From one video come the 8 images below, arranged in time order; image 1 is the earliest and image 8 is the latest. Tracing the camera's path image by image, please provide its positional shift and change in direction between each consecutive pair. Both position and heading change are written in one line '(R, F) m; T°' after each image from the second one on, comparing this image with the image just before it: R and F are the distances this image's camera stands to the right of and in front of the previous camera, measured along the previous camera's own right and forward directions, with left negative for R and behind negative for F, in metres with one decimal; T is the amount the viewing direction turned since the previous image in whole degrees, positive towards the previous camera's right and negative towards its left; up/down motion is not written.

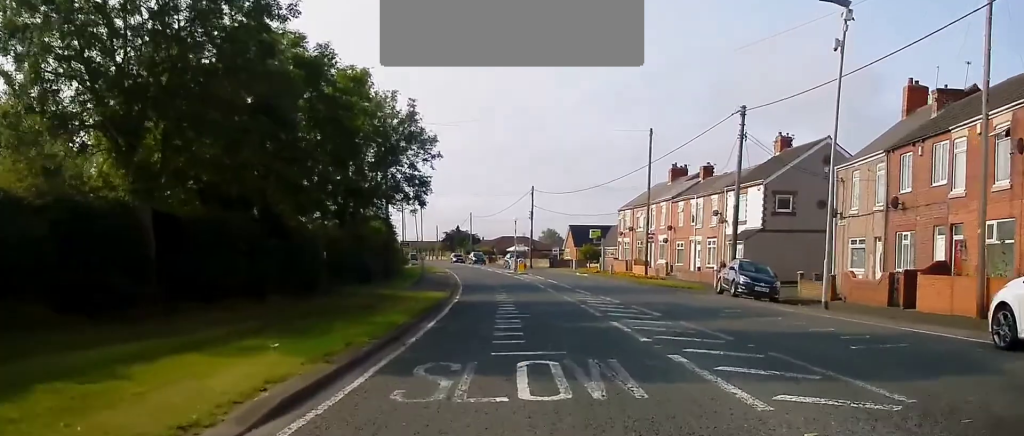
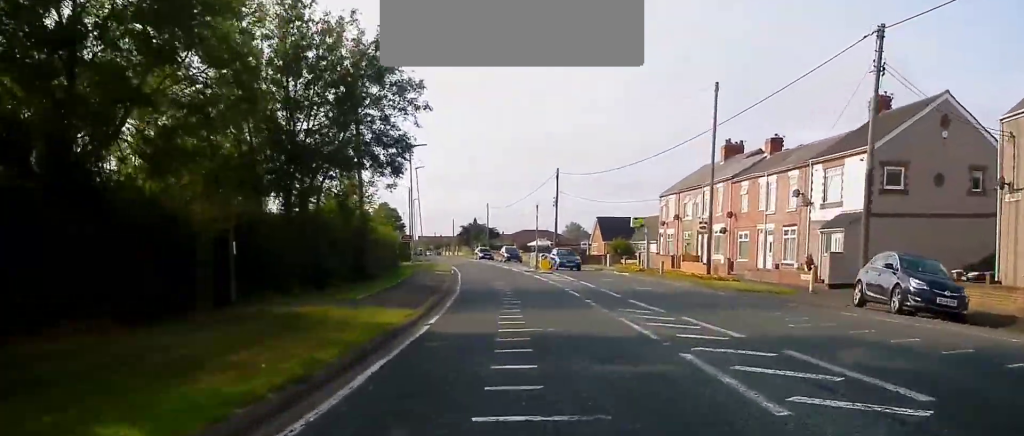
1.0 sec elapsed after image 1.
(0.0, +12.4) m; -1°
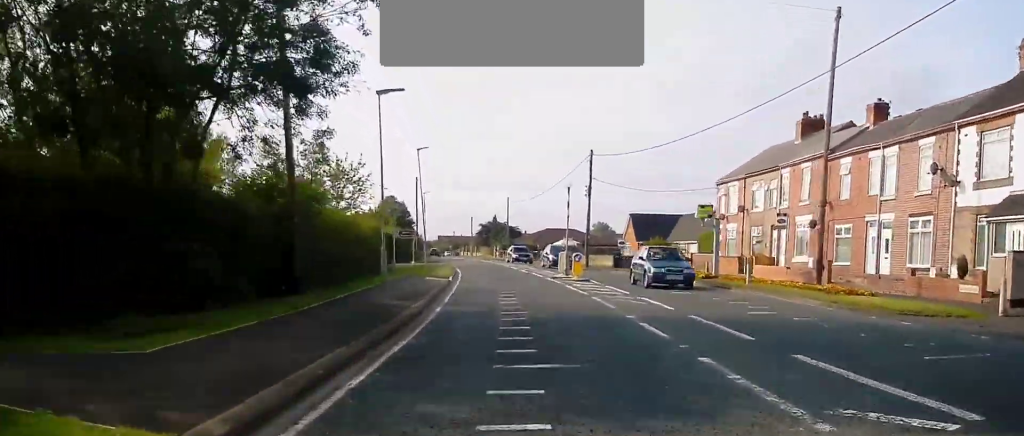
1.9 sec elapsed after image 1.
(-0.2, +12.3) m; -2°
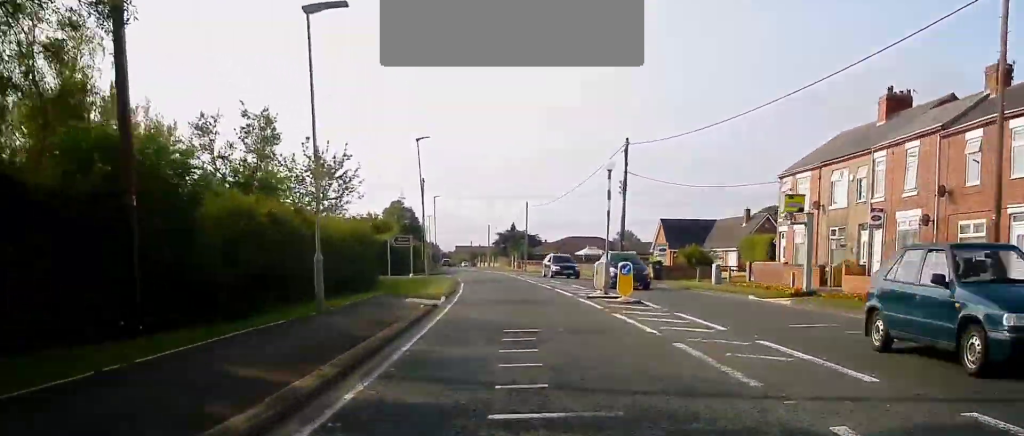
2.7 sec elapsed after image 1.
(-0.2, +9.7) m; -1°
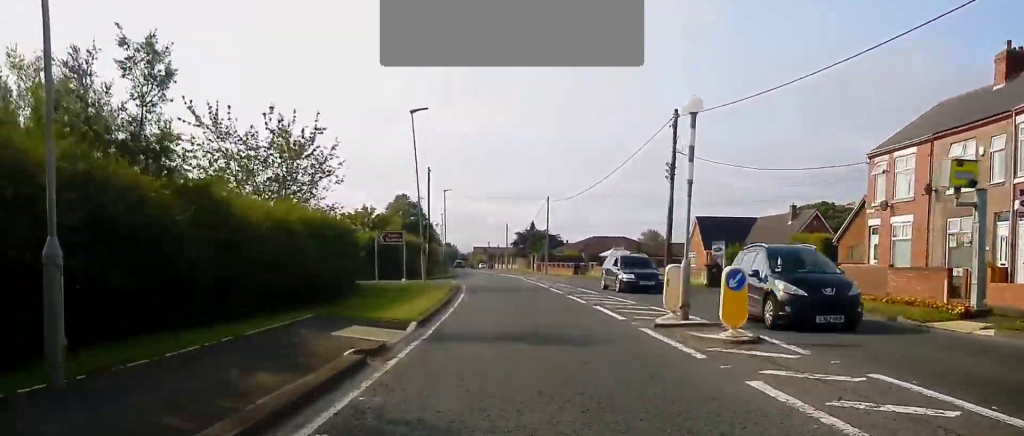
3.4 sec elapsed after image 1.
(-0.1, +9.3) m; -1°
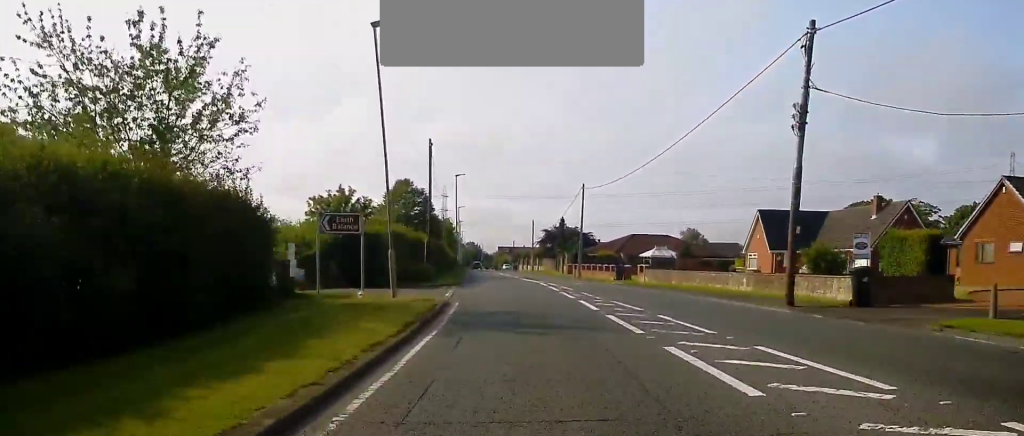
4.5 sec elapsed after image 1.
(-0.2, +14.6) m; -2°
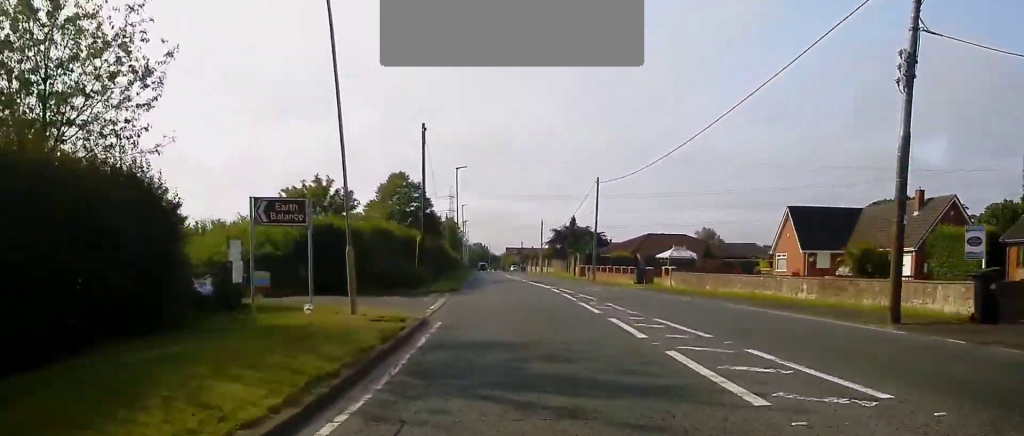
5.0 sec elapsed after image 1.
(0.0, +6.3) m; -1°
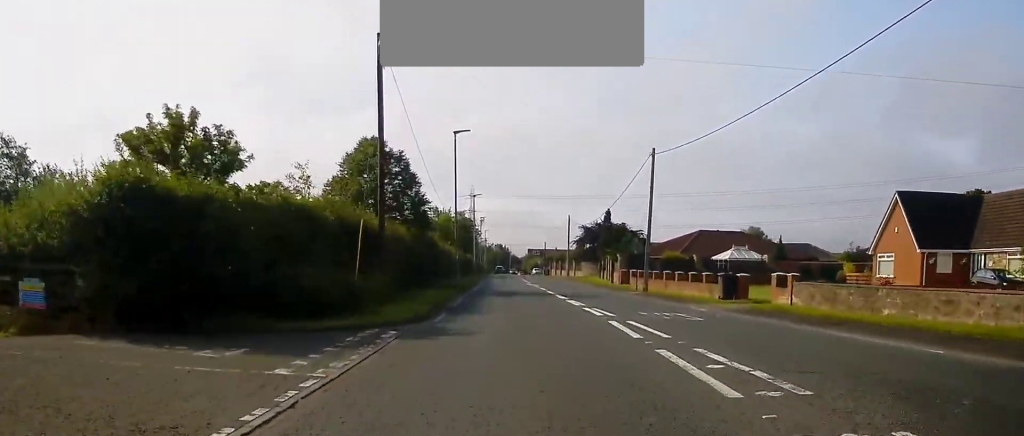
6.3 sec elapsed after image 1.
(-0.4, +17.1) m; -2°
